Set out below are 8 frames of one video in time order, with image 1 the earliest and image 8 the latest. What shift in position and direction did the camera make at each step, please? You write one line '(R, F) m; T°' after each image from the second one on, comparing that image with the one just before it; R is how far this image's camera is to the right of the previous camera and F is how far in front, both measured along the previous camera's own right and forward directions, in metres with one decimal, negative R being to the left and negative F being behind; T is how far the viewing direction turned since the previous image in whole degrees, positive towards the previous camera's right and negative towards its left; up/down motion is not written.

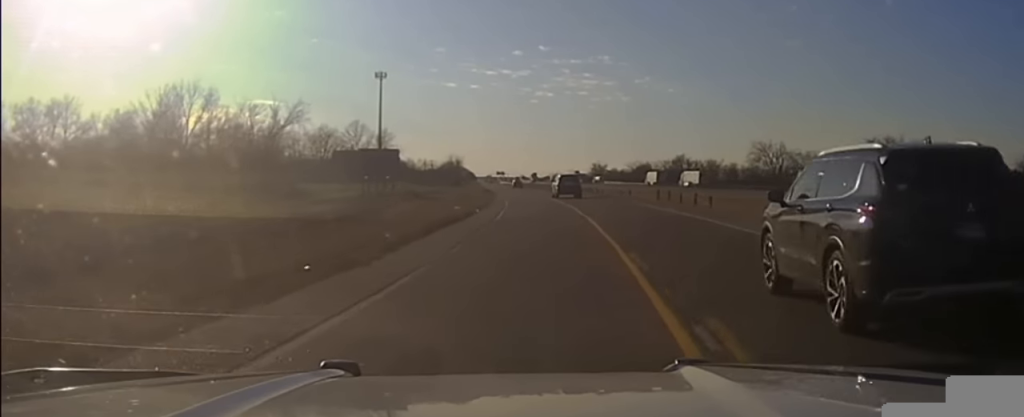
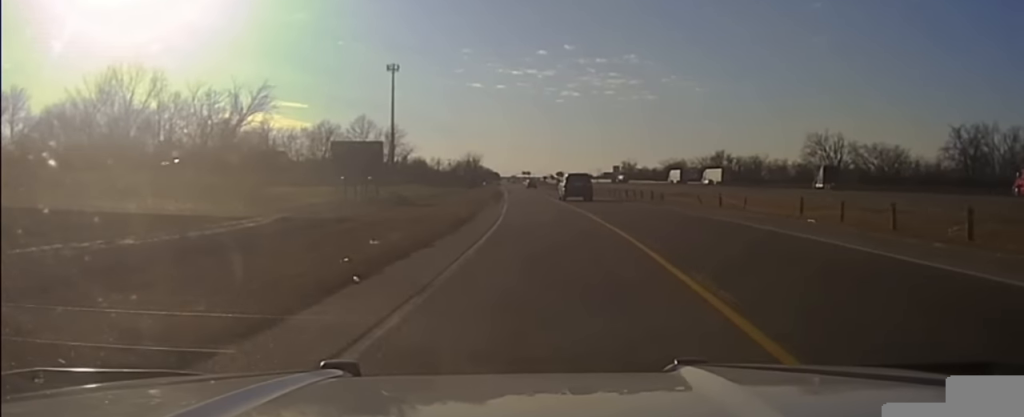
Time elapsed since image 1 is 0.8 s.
(-0.3, +29.3) m; -2°
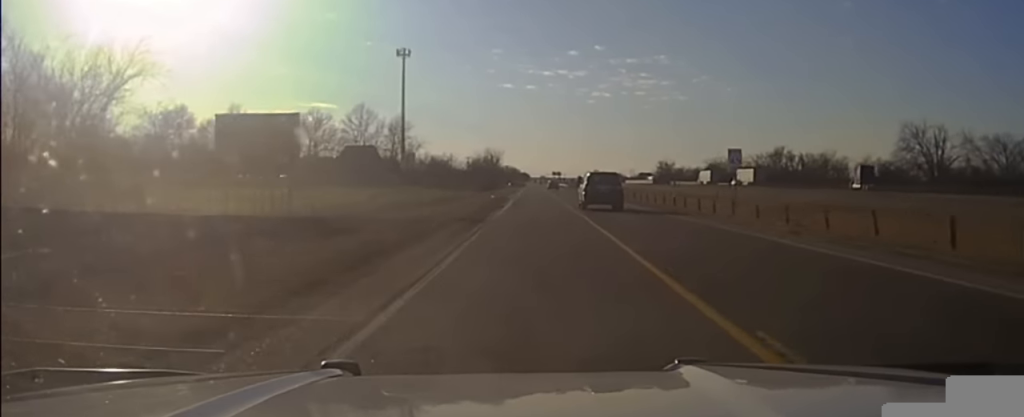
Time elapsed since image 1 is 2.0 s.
(-0.9, +44.2) m; -2°
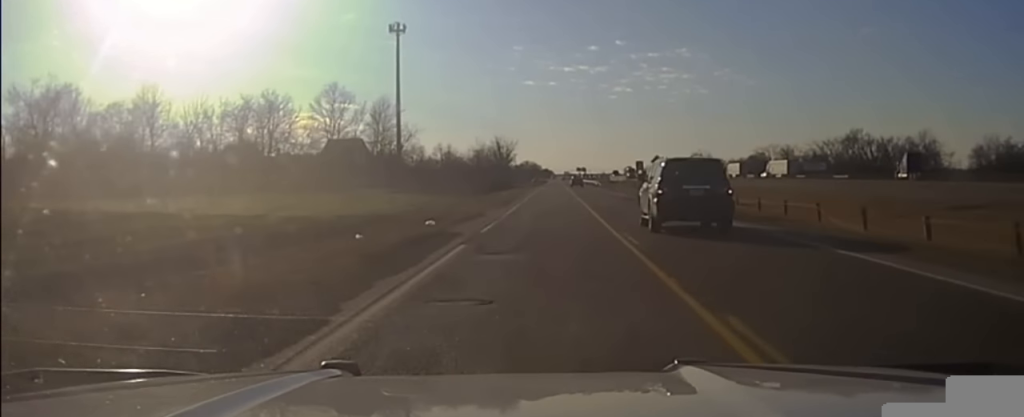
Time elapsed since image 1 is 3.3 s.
(-0.9, +50.2) m; -2°
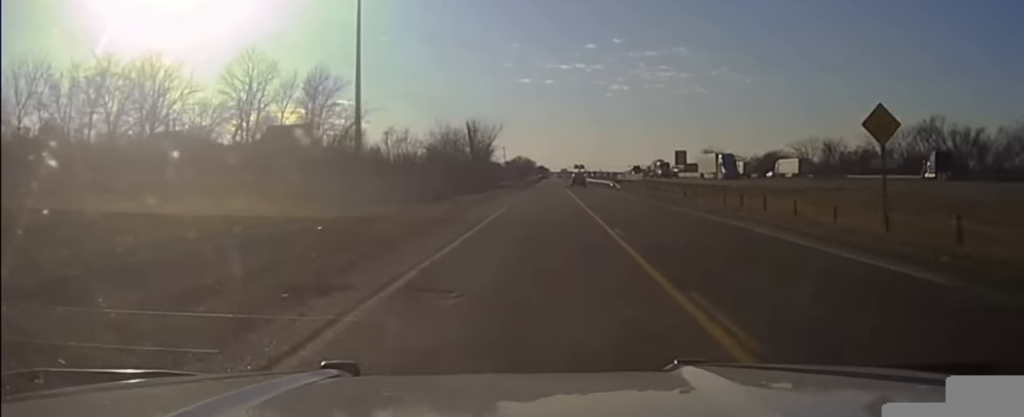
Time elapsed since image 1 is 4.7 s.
(-0.7, +48.8) m; 0°
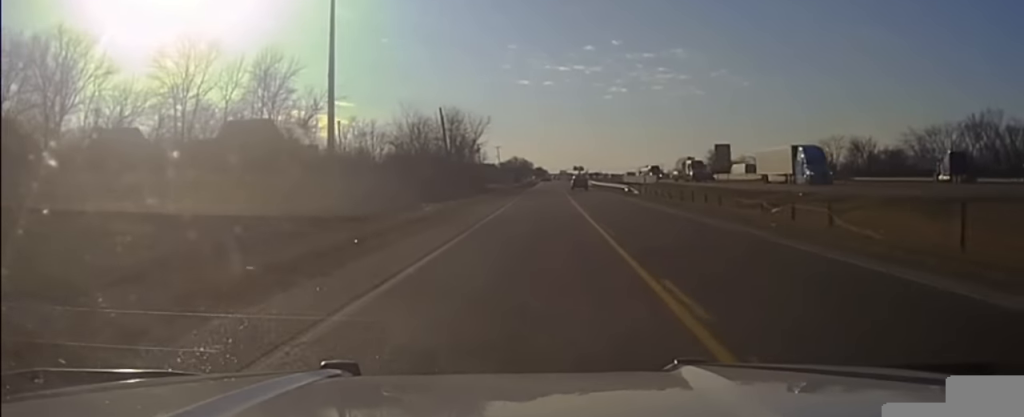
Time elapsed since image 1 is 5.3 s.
(+0.2, +23.0) m; 0°
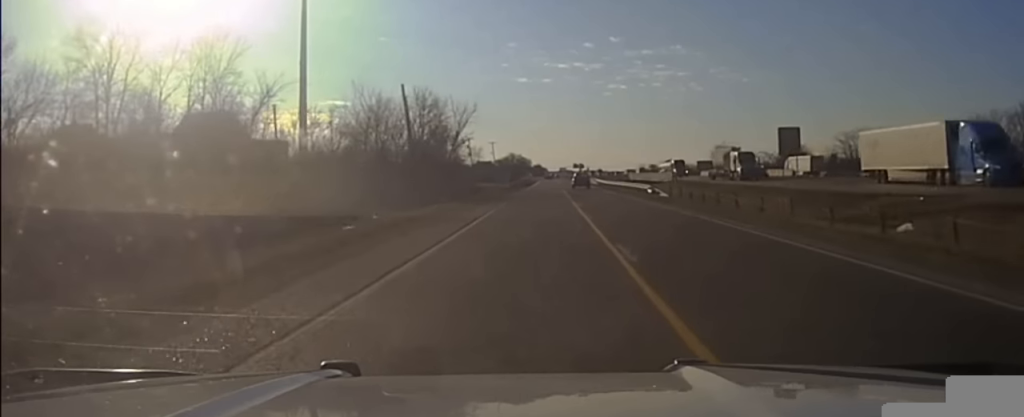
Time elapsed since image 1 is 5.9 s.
(+0.1, +17.8) m; 0°
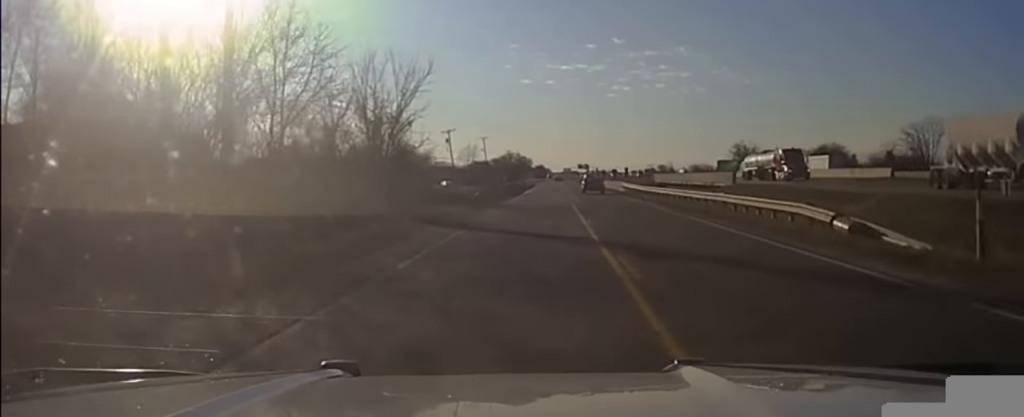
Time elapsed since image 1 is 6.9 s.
(-0.1, +37.7) m; 0°
